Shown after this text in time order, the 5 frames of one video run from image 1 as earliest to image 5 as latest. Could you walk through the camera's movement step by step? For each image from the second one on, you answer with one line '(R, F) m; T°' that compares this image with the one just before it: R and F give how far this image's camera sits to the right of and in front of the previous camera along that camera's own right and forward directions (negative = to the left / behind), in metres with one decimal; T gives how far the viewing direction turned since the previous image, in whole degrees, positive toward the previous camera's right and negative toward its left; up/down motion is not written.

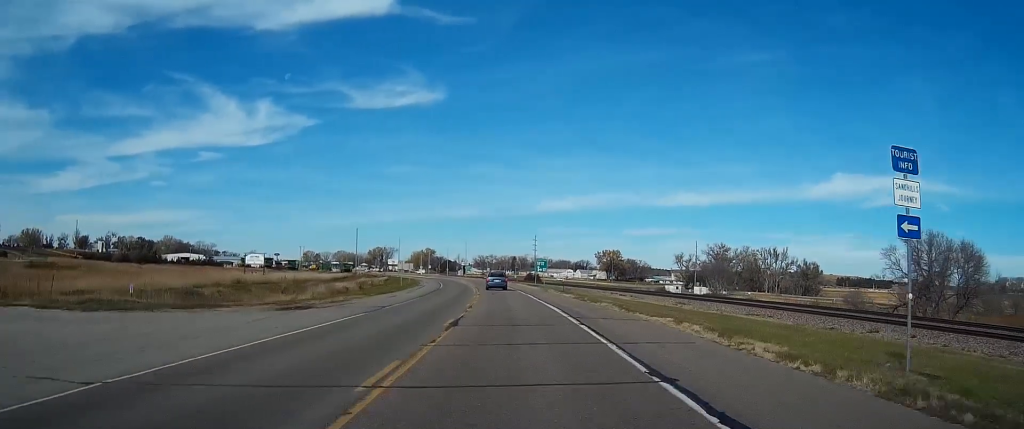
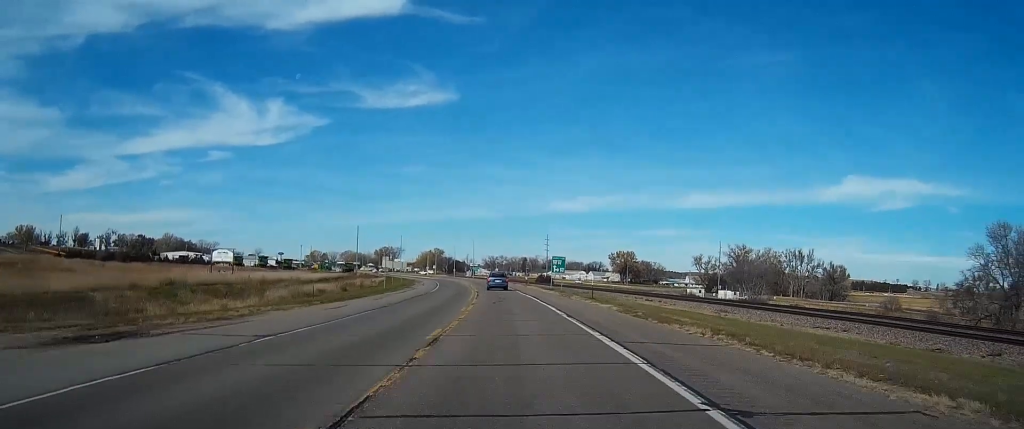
(-0.2, +17.0) m; -1°
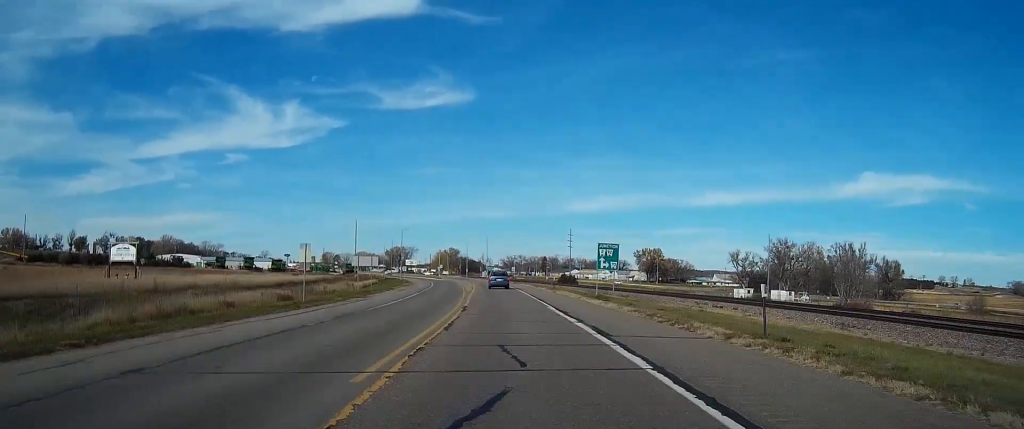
(-0.4, +31.0) m; -1°
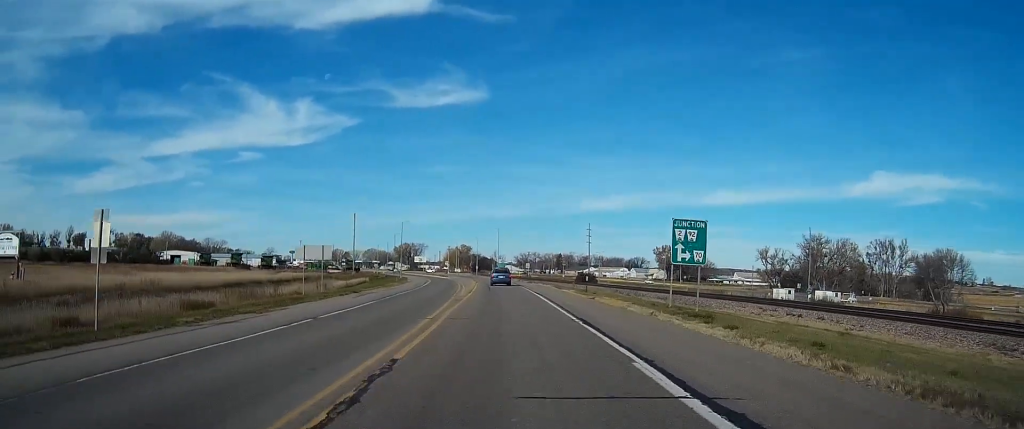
(-0.2, +20.8) m; -1°
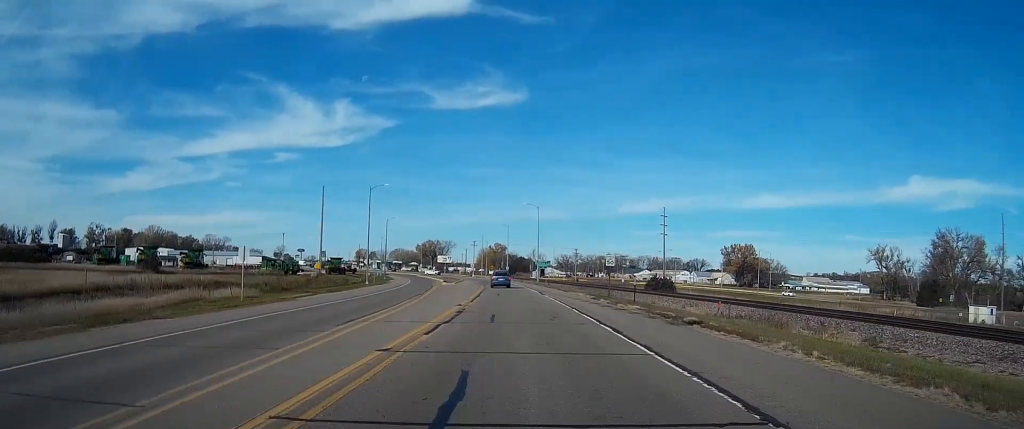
(-2.3, +69.0) m; -3°
